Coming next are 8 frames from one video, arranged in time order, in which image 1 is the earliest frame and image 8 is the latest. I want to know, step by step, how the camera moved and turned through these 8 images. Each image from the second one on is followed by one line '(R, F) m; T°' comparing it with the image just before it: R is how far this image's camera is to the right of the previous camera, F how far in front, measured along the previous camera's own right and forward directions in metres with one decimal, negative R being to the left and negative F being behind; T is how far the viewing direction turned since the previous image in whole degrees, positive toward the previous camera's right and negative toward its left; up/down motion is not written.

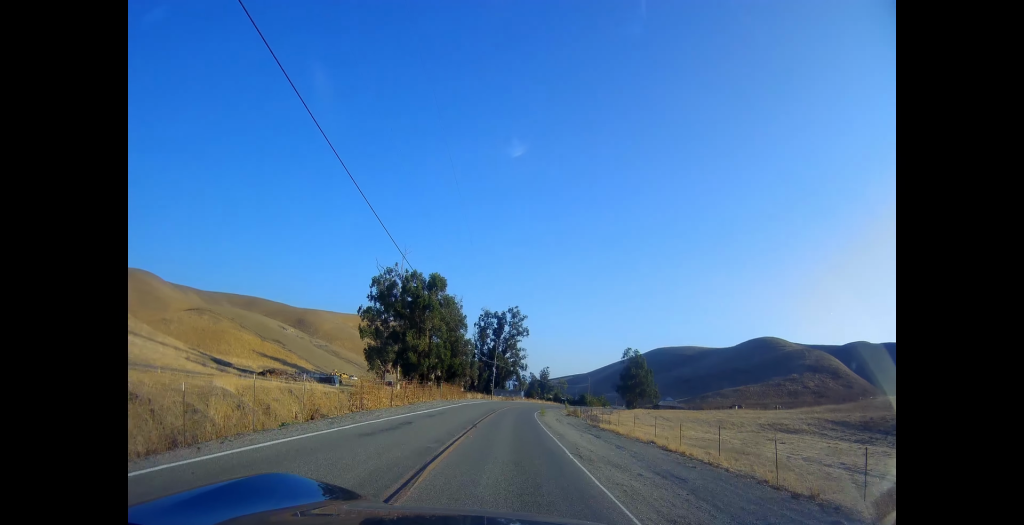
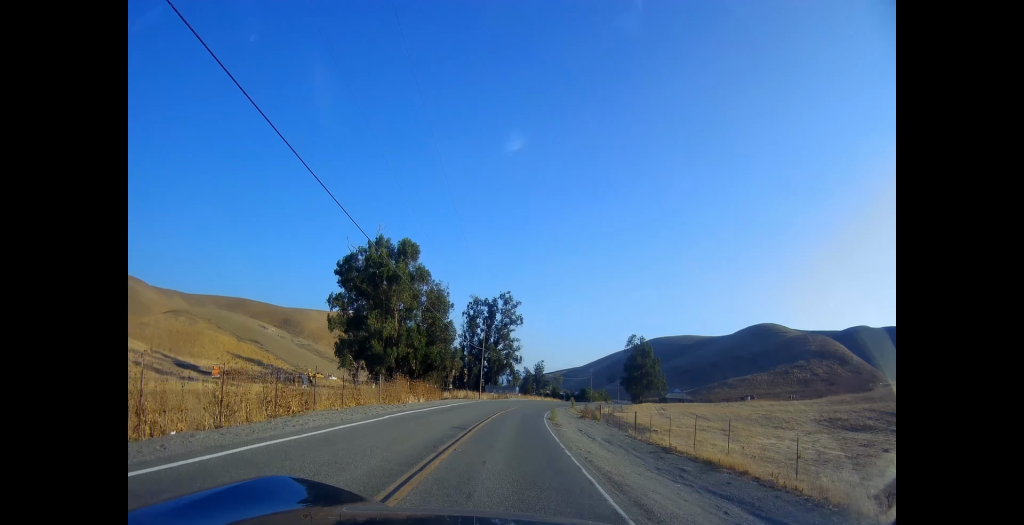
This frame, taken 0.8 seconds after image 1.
(+0.5, +19.3) m; +1°
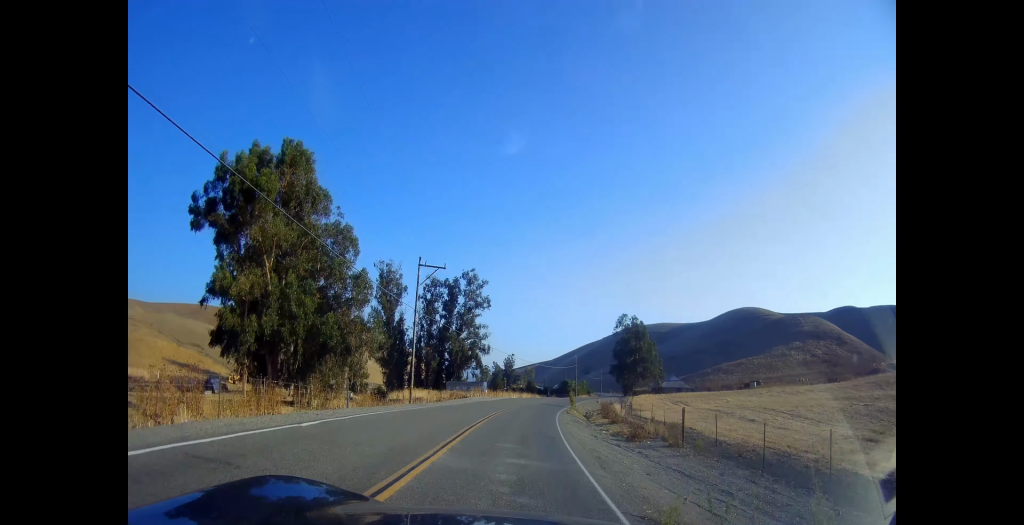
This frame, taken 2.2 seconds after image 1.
(-0.7, +31.7) m; +2°
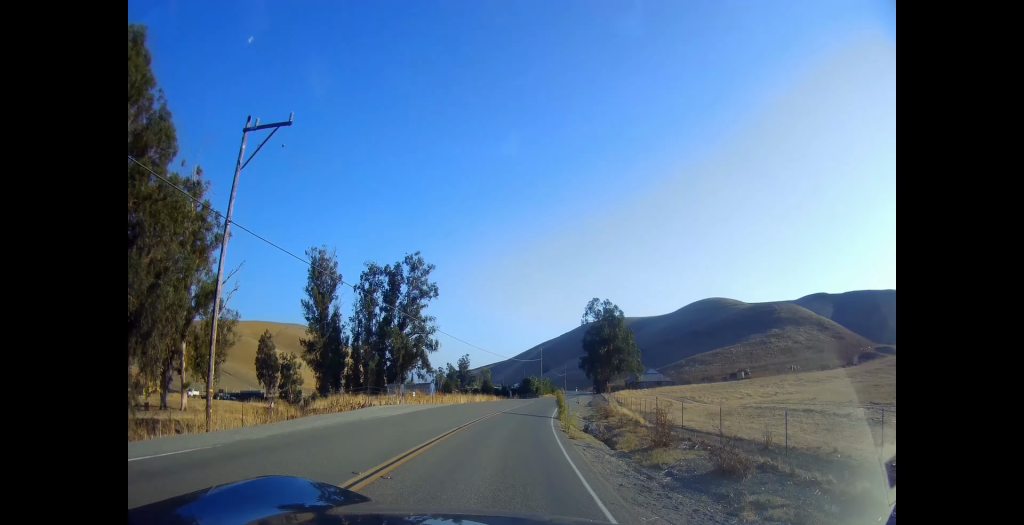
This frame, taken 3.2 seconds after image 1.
(+2.1, +22.6) m; +6°
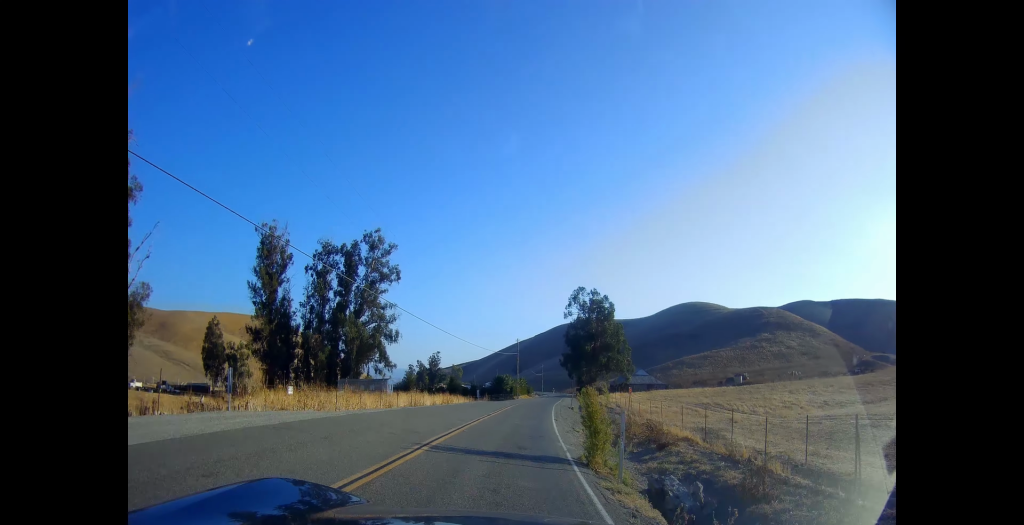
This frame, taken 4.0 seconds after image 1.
(+0.3, +17.9) m; +2°
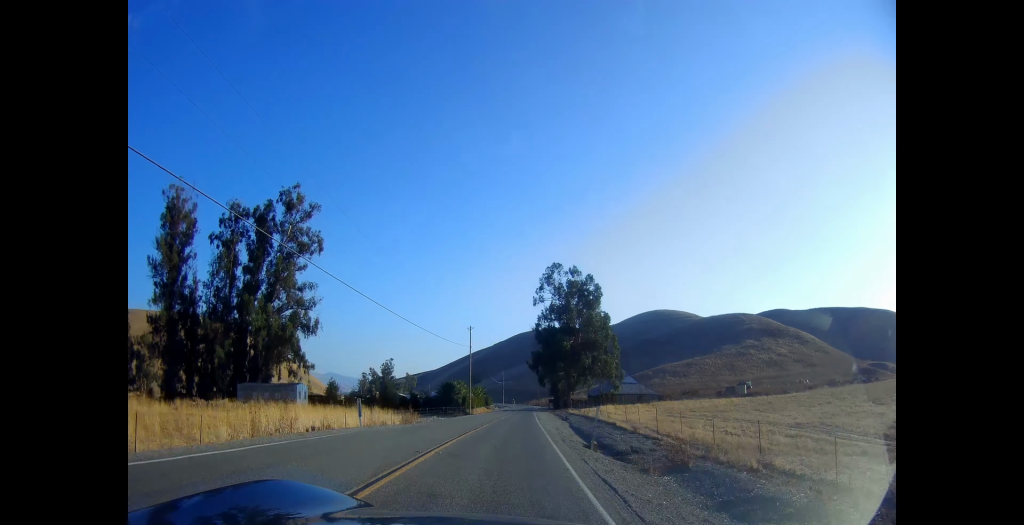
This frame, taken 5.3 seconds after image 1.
(+0.5, +28.2) m; +3°
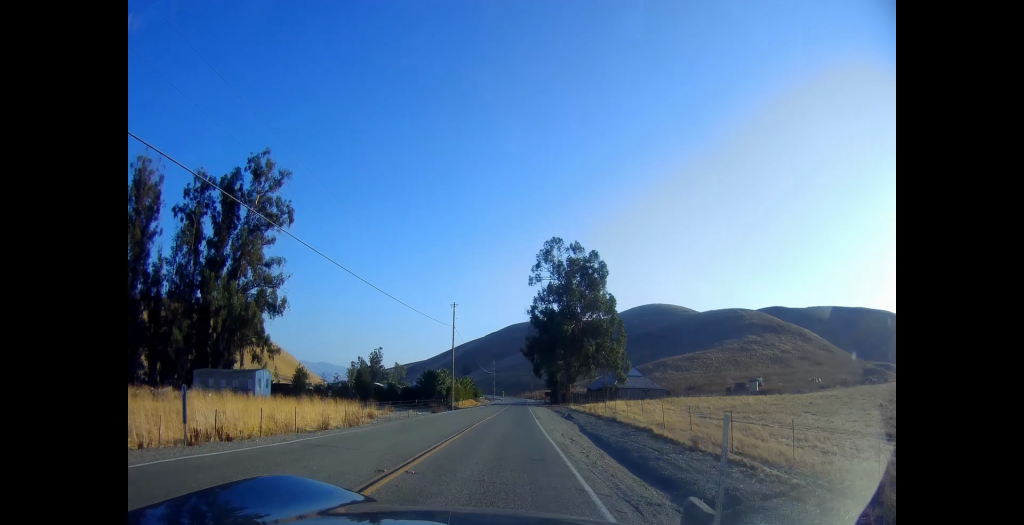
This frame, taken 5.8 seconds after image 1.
(+0.4, +11.3) m; +2°
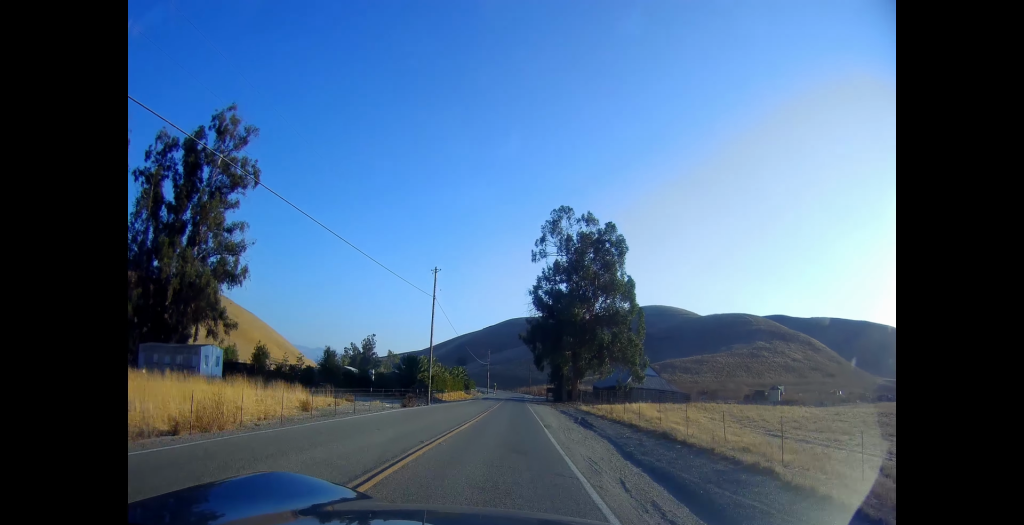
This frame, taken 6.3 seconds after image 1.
(+0.2, +13.2) m; +2°
